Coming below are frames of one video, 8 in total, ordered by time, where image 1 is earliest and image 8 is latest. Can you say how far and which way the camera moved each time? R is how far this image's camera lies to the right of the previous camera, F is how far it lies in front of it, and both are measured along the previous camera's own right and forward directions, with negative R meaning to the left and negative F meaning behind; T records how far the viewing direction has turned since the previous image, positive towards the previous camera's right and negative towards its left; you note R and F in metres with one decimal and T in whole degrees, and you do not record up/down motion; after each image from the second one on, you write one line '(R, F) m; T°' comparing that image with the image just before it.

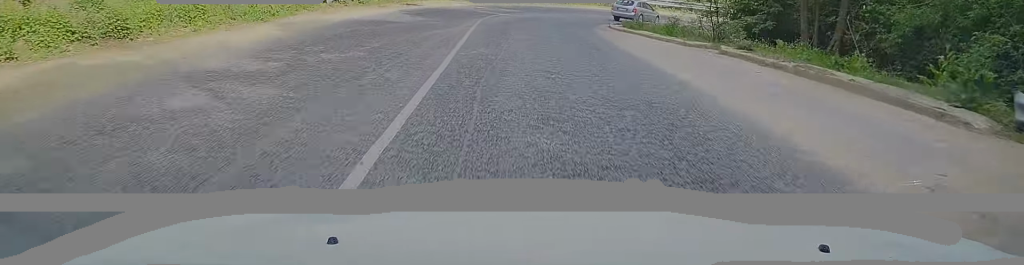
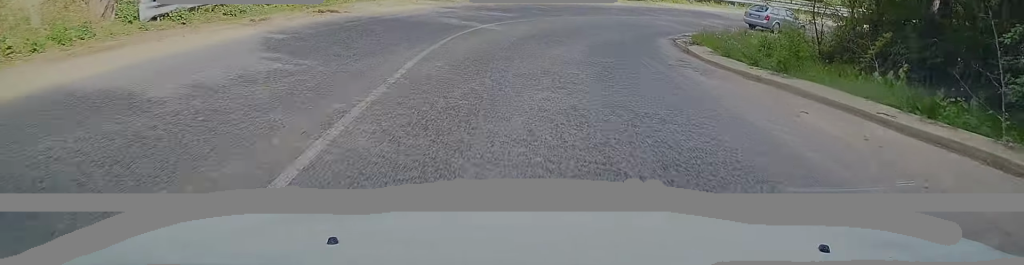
(-0.2, +13.4) m; +2°
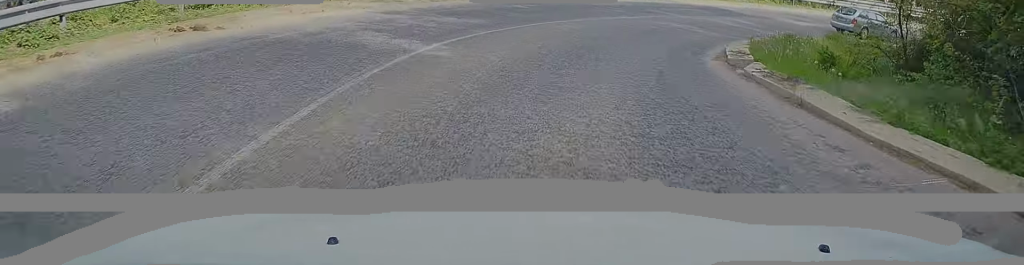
(-0.3, +7.1) m; +4°
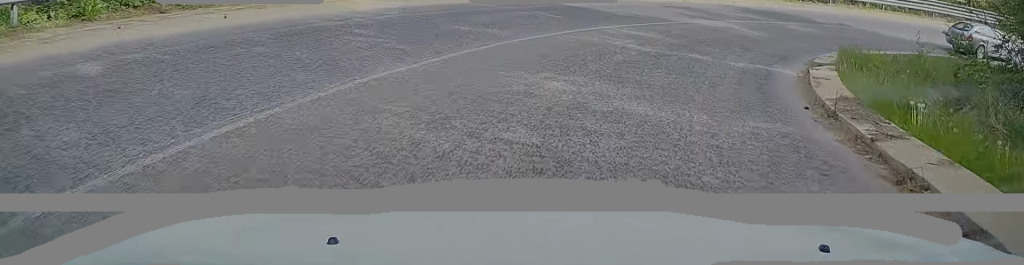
(+3.0, +15.1) m; +22°
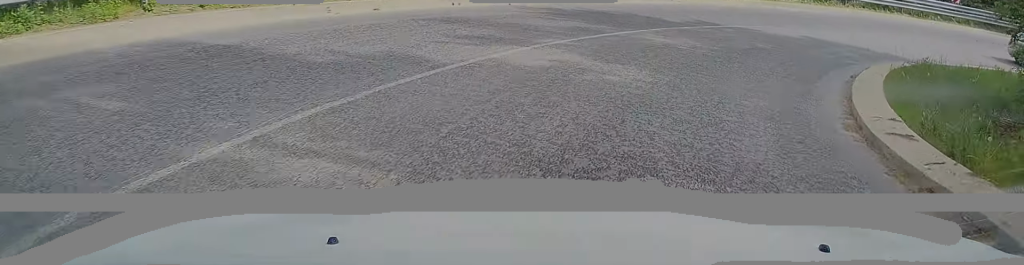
(+2.0, +11.3) m; +23°
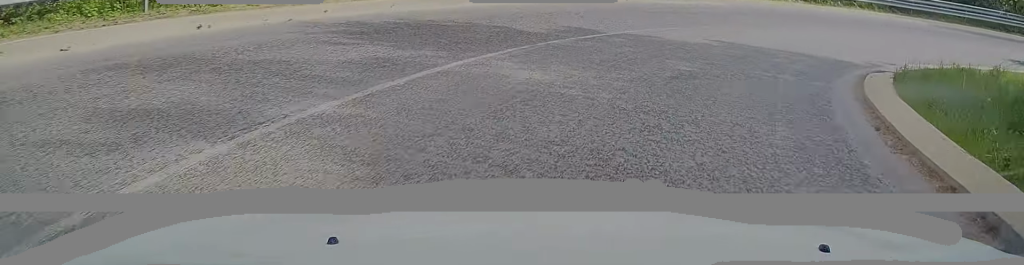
(+0.8, +6.1) m; +13°
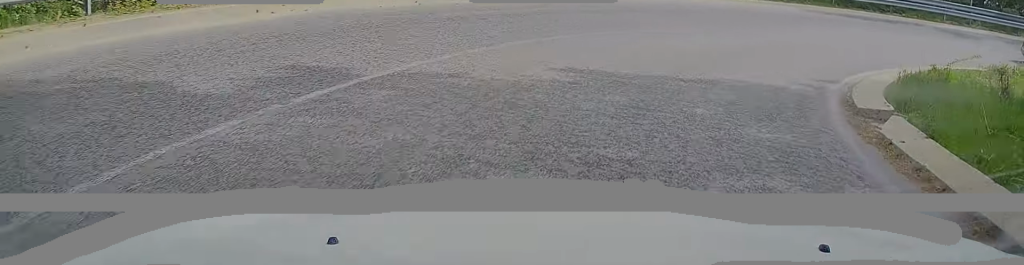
(+0.6, +6.7) m; +14°
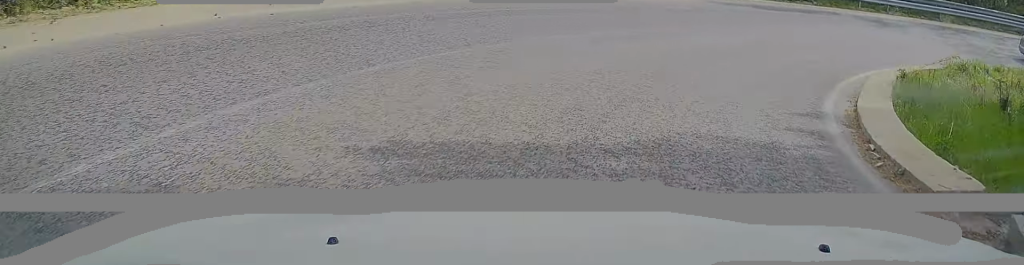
(+0.4, +4.4) m; +11°
